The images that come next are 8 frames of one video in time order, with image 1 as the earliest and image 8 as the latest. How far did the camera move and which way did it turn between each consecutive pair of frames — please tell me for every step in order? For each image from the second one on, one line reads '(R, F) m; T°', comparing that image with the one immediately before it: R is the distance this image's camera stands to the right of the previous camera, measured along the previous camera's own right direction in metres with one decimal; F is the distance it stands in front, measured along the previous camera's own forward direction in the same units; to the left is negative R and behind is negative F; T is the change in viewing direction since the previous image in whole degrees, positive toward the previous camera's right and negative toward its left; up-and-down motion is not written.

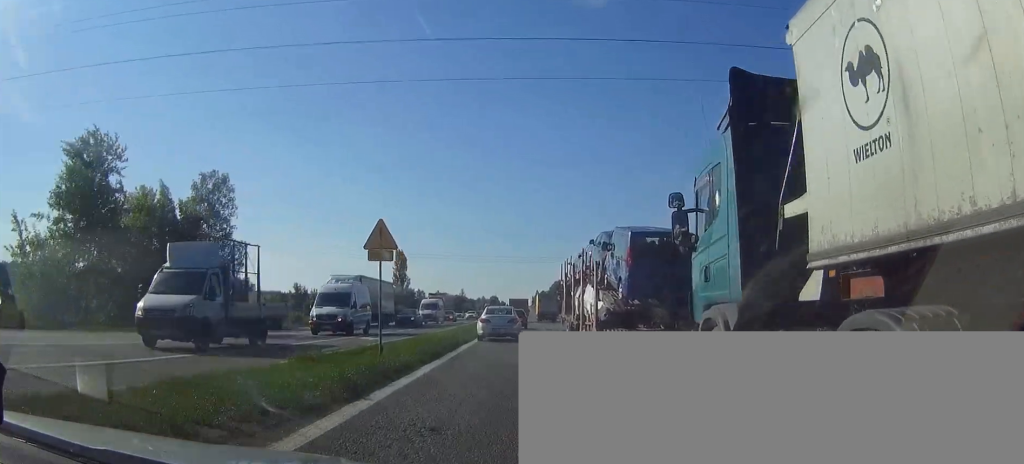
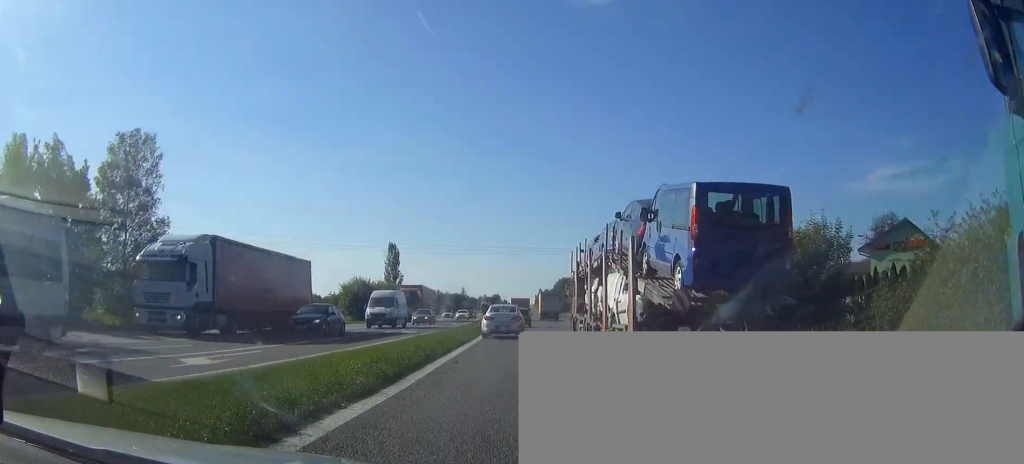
(0.0, +16.9) m; 0°
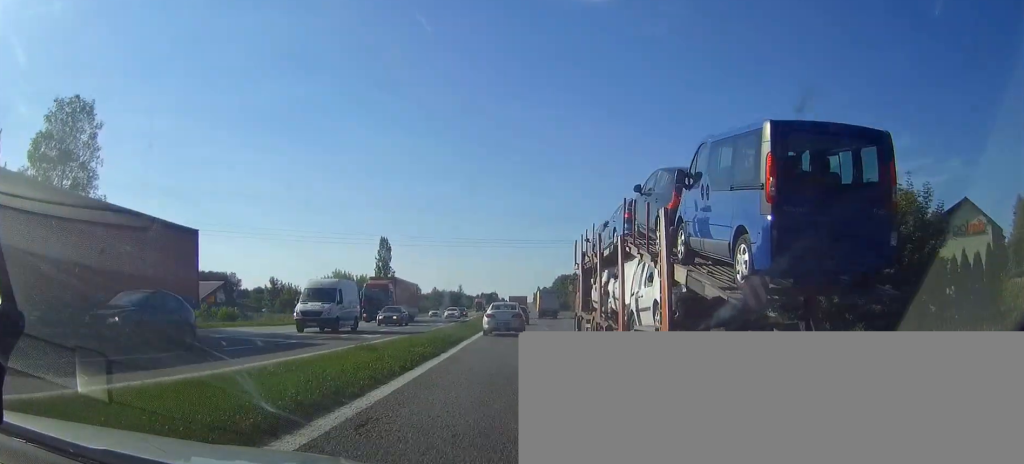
(0.0, +9.3) m; 0°
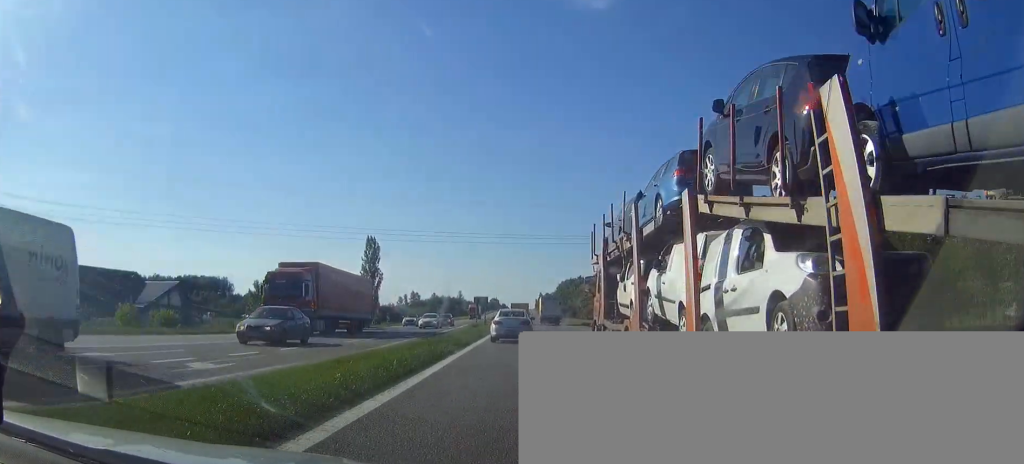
(0.0, +15.9) m; 0°
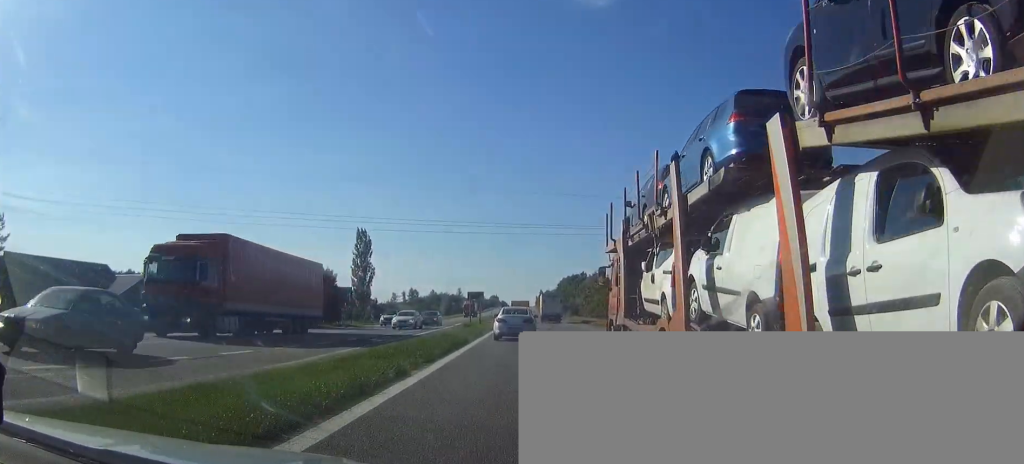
(0.0, +8.6) m; 0°
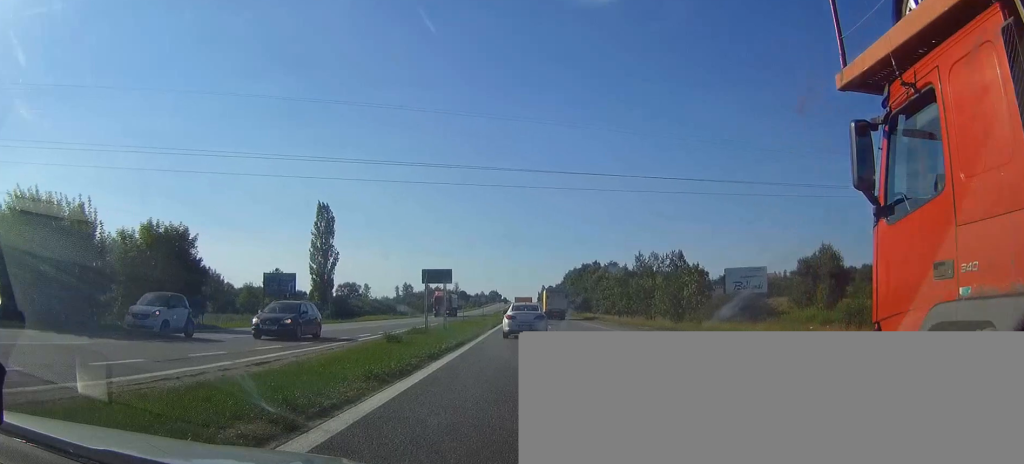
(-0.1, +29.9) m; 0°
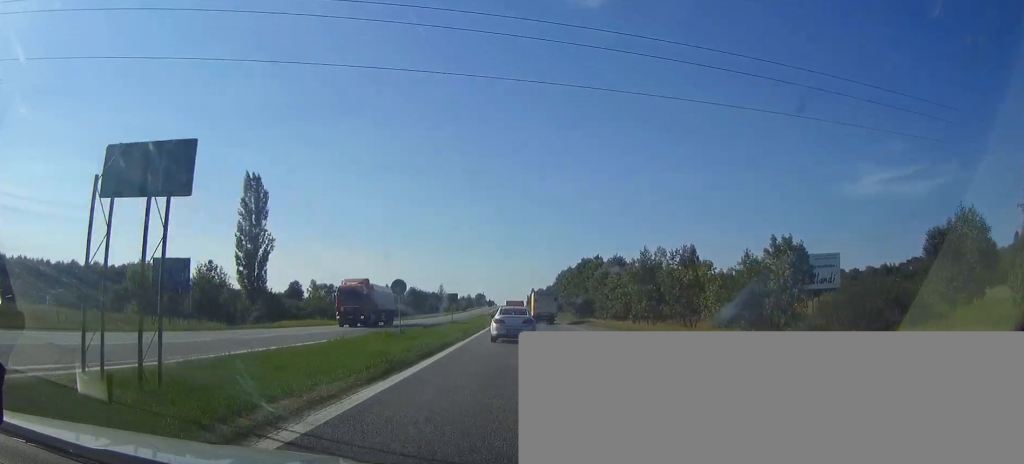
(+0.1, +27.0) m; 0°
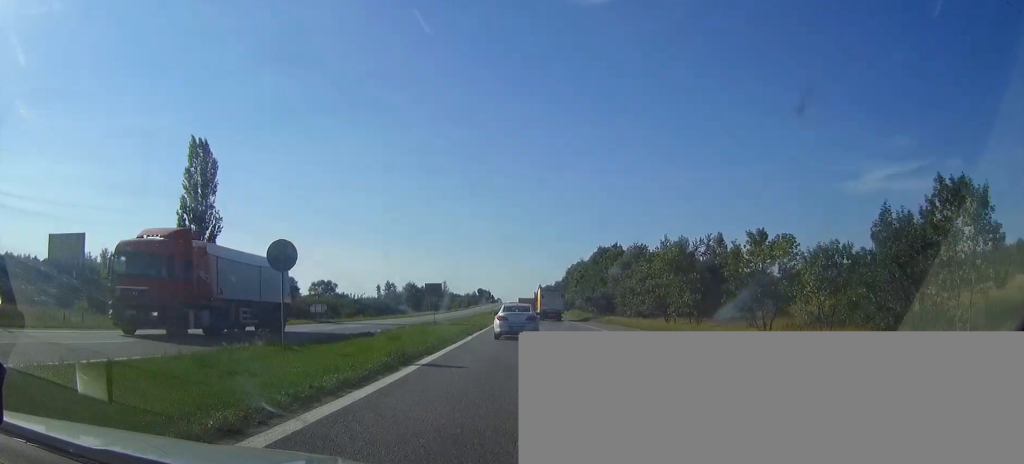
(0.0, +18.2) m; 0°
